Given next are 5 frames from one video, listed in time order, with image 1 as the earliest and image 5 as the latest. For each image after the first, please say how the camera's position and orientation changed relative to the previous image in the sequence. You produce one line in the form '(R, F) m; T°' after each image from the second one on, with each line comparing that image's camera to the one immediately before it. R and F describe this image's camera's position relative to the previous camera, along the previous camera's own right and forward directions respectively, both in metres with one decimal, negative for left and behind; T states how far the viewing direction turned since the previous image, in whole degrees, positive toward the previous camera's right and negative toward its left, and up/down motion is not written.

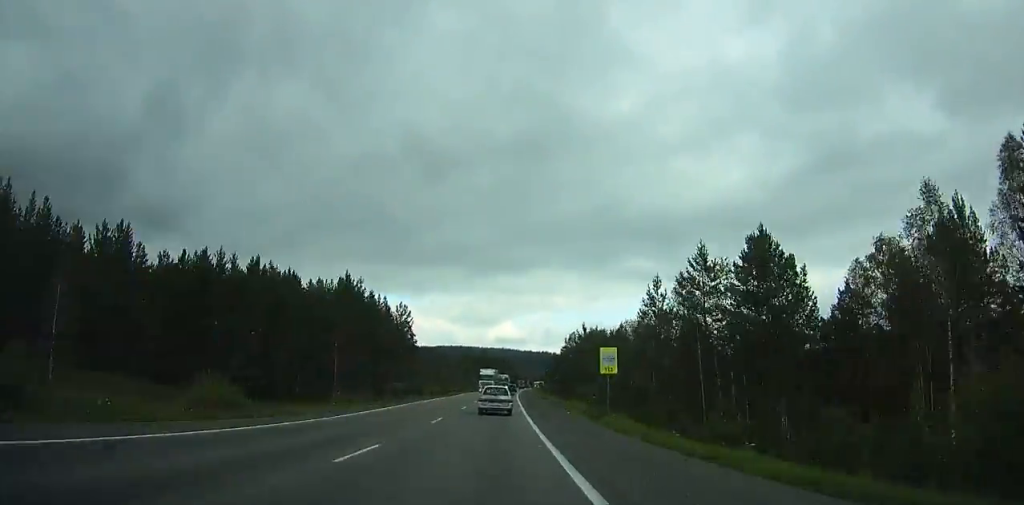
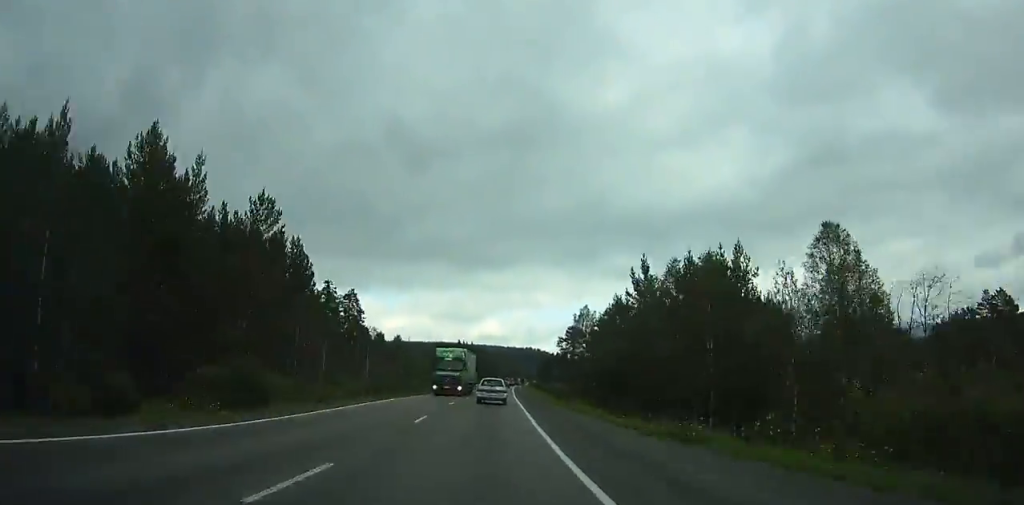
(+0.4, +52.3) m; +1°
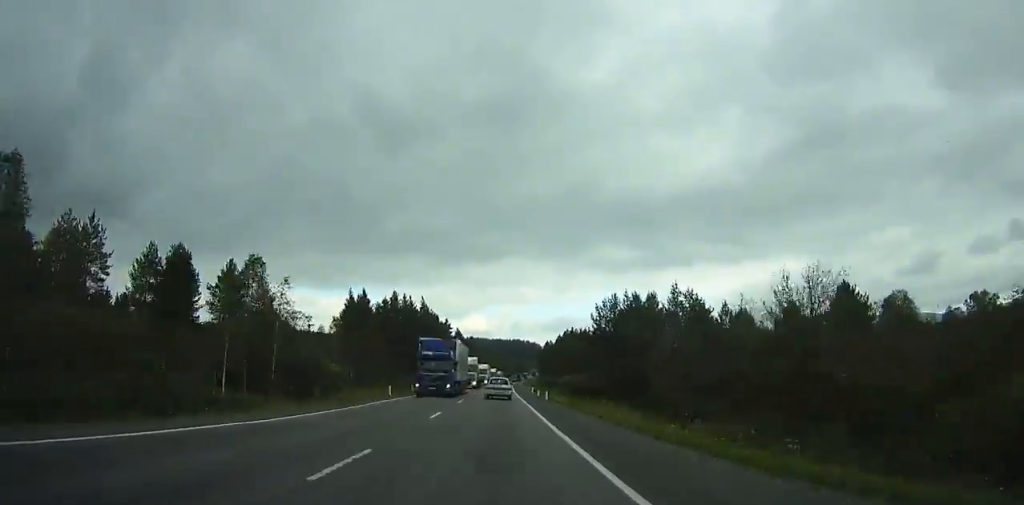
(+2.0, +116.5) m; +2°
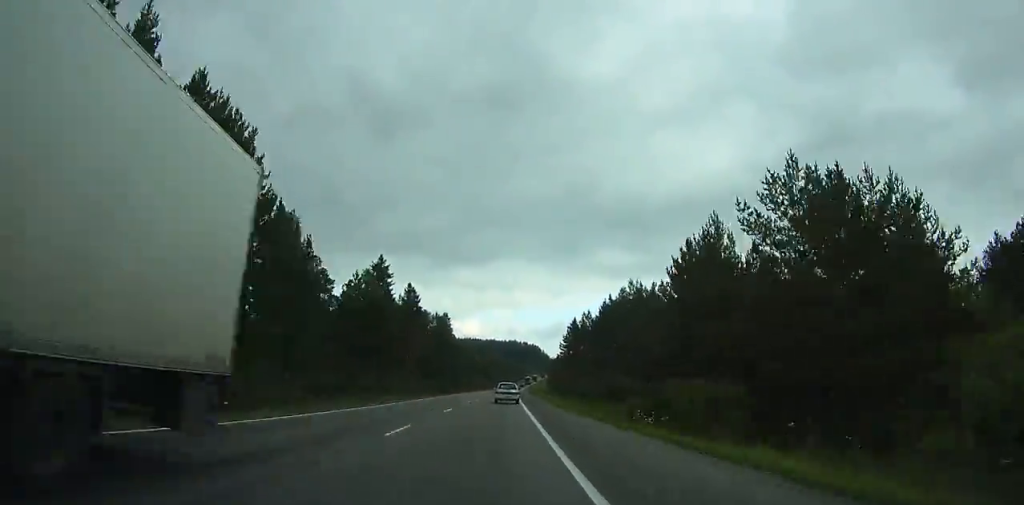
(+1.4, +101.5) m; +1°
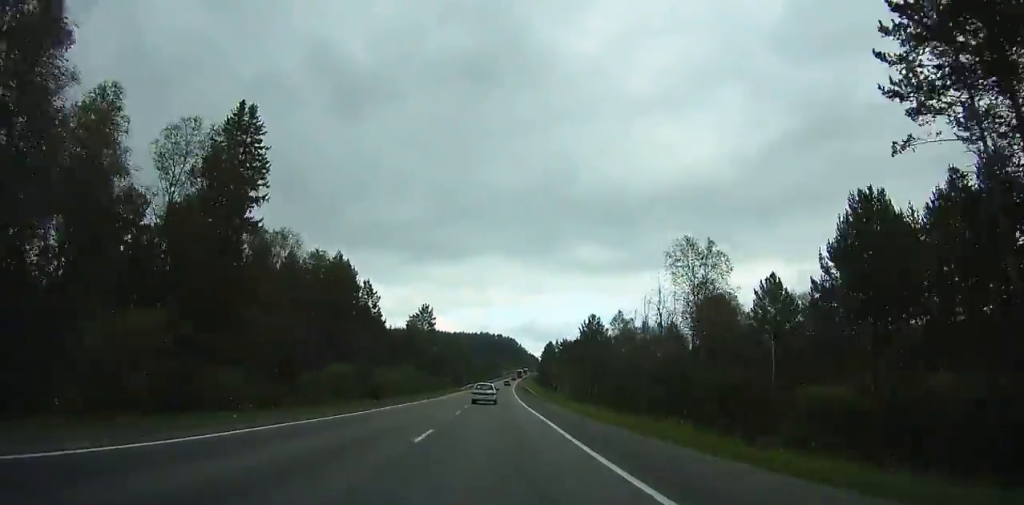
(+1.1, +118.5) m; +1°
